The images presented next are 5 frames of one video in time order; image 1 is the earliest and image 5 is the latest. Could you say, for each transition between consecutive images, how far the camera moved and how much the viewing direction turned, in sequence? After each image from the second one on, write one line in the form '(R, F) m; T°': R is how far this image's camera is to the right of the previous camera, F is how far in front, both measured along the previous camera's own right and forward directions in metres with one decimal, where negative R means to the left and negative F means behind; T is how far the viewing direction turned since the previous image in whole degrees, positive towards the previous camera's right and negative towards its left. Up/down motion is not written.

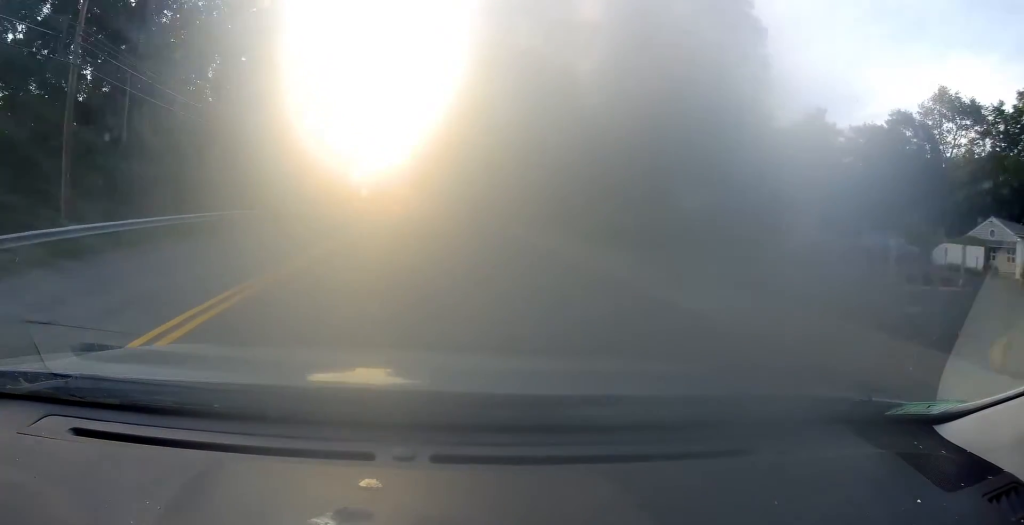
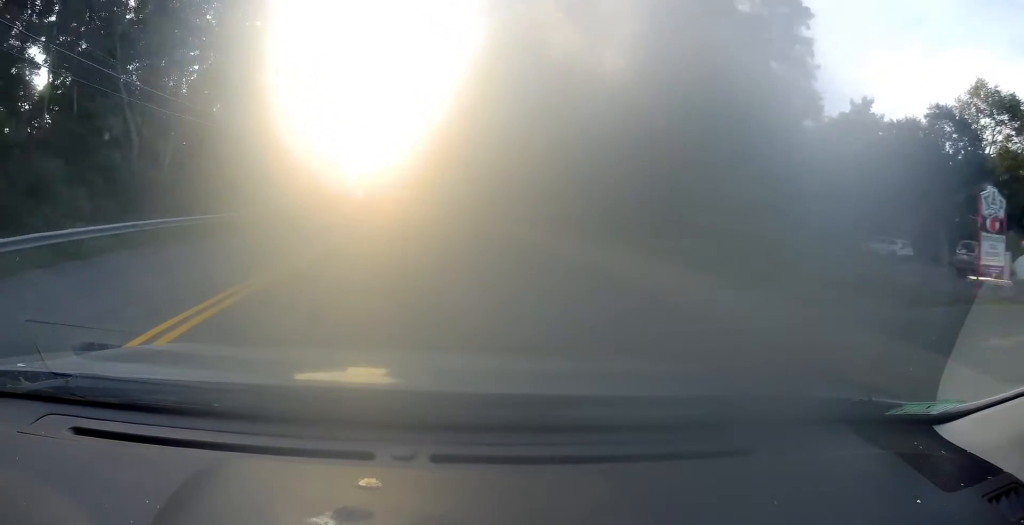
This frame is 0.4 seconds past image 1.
(+0.1, +7.4) m; 0°
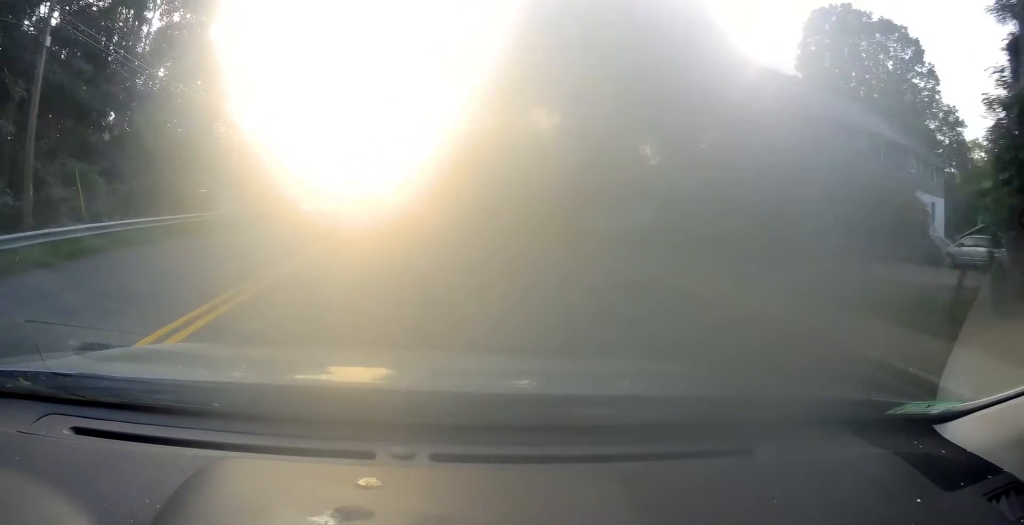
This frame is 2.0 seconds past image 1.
(-0.9, +27.7) m; -4°
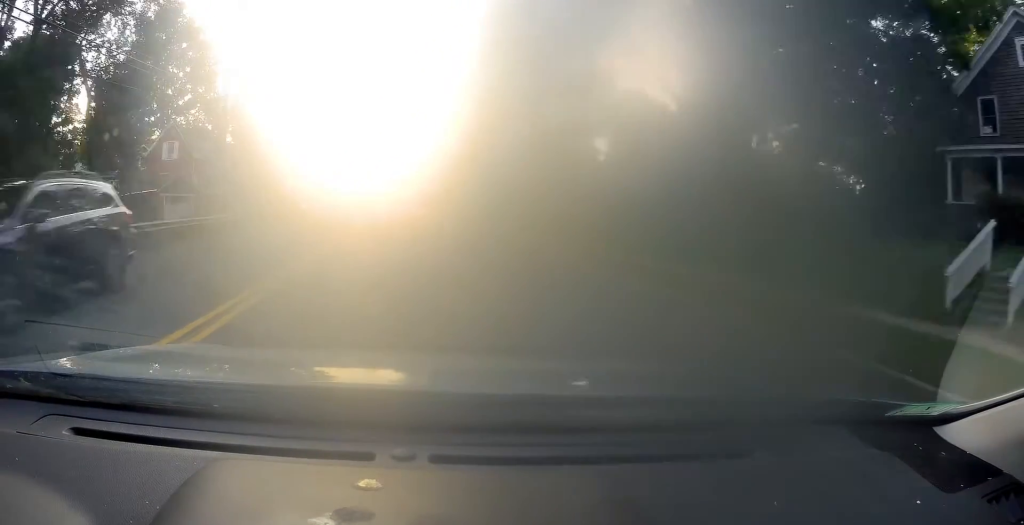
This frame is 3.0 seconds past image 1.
(-0.3, +16.5) m; 0°
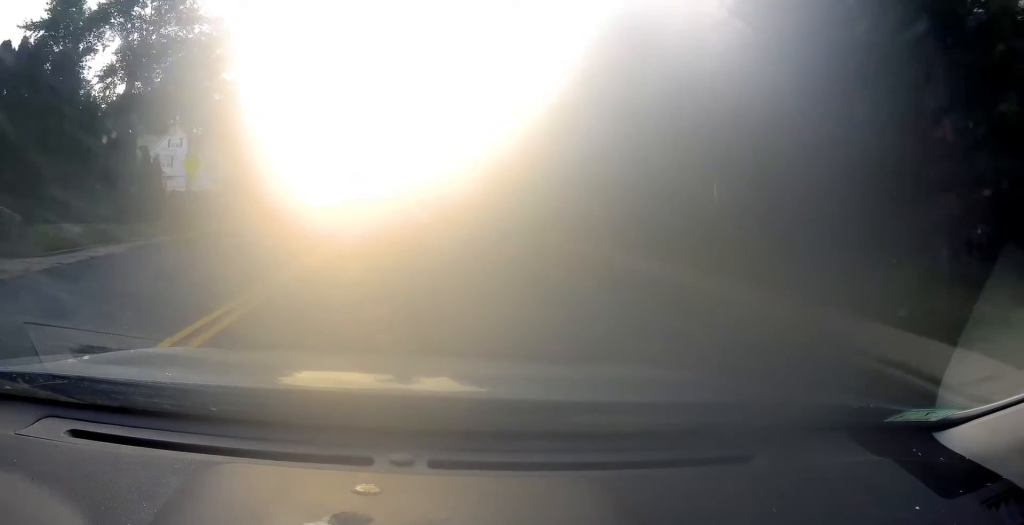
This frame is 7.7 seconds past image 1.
(-5.7, +75.6) m; -12°
